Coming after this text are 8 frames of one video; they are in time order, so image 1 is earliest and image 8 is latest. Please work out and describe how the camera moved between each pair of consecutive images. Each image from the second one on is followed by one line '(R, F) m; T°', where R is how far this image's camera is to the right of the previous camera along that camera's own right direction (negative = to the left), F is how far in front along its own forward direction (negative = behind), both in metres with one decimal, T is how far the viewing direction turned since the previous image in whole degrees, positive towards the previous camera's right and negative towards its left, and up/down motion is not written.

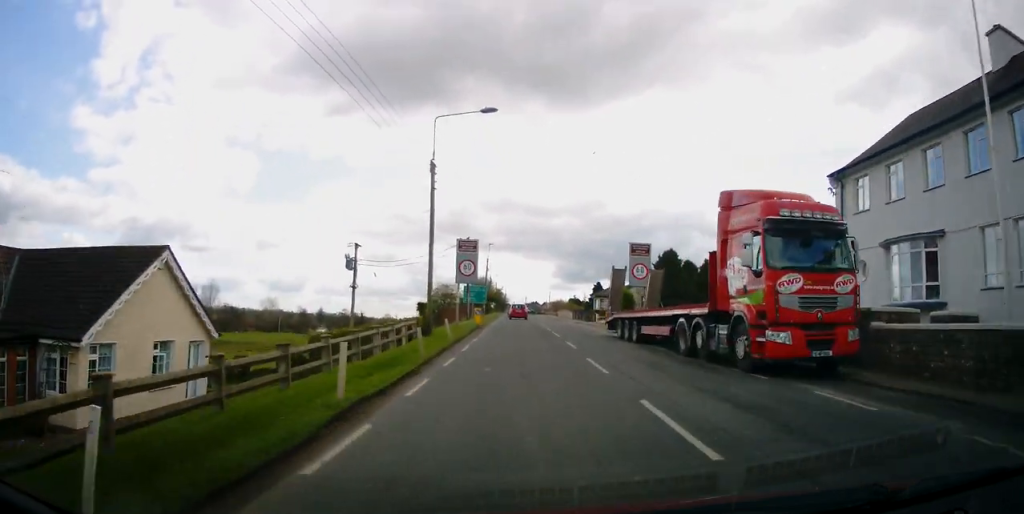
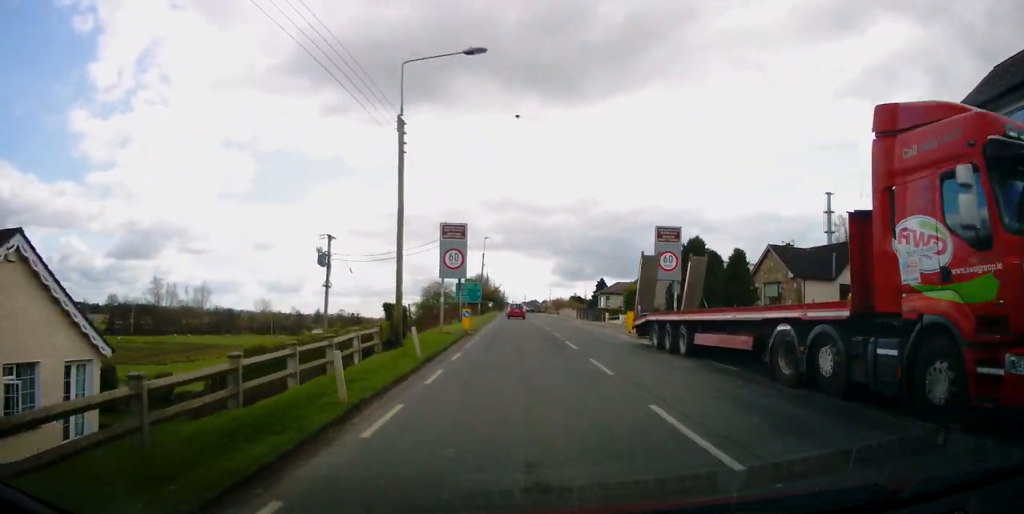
(+0.2, +6.4) m; 0°
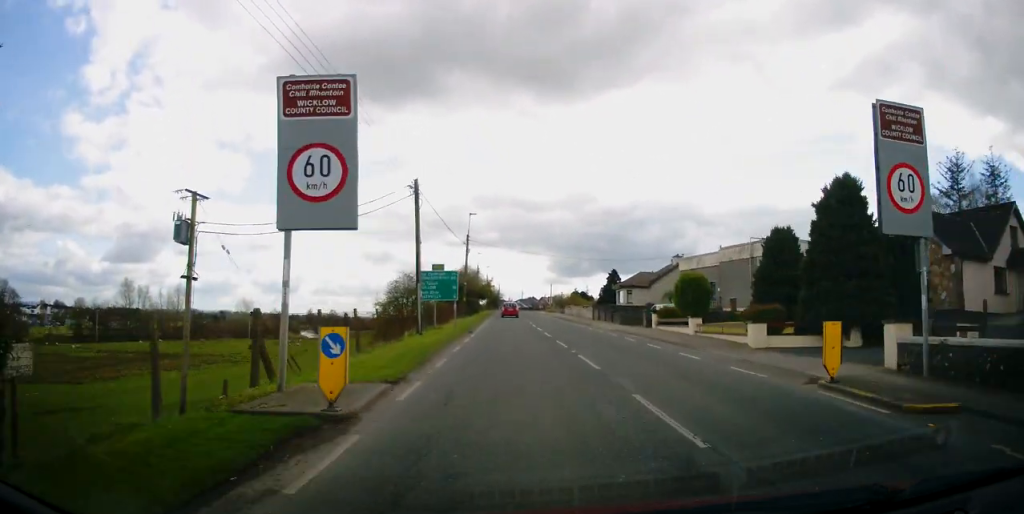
(-0.5, +17.5) m; -1°
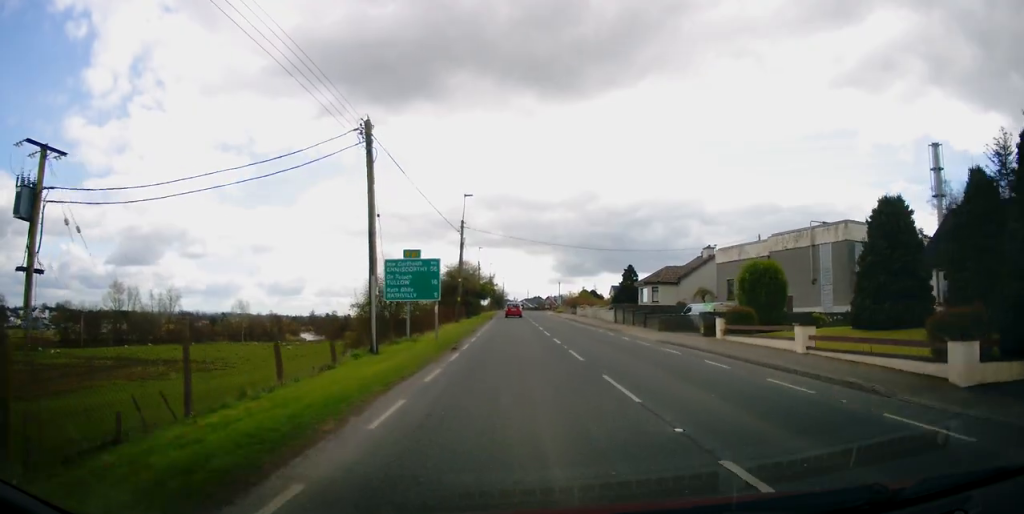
(+0.1, +9.4) m; +1°
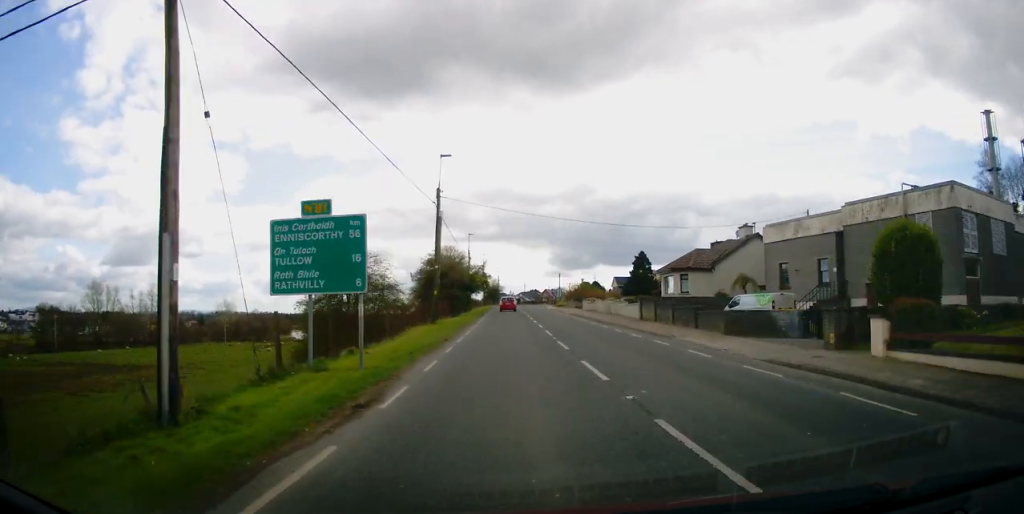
(+0.1, +10.7) m; +1°
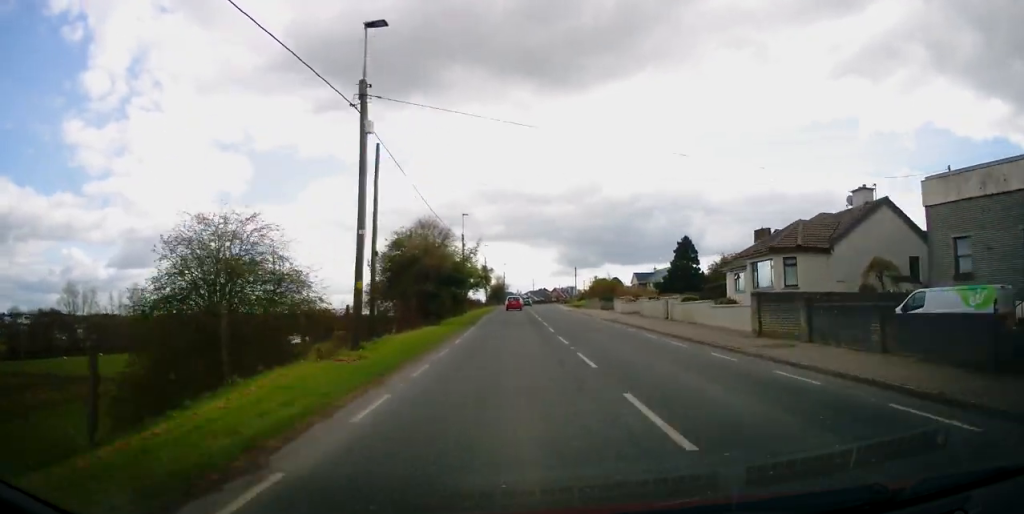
(0.0, +16.7) m; -1°
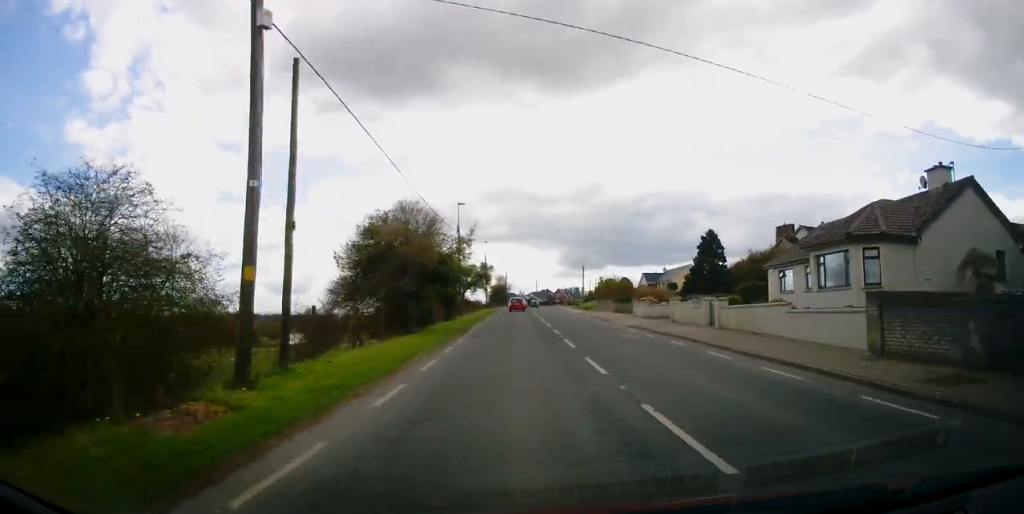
(-0.1, +6.9) m; -1°
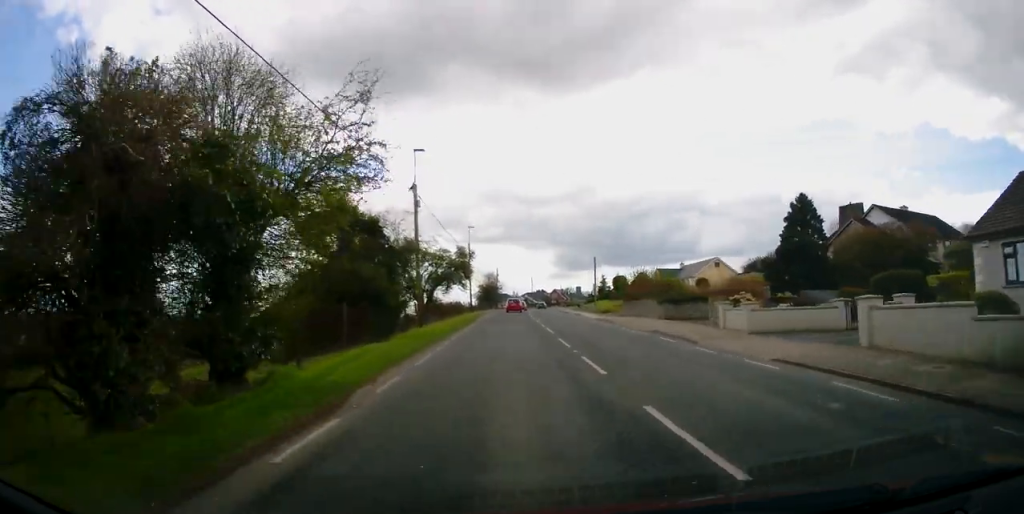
(-0.5, +18.4) m; -1°
